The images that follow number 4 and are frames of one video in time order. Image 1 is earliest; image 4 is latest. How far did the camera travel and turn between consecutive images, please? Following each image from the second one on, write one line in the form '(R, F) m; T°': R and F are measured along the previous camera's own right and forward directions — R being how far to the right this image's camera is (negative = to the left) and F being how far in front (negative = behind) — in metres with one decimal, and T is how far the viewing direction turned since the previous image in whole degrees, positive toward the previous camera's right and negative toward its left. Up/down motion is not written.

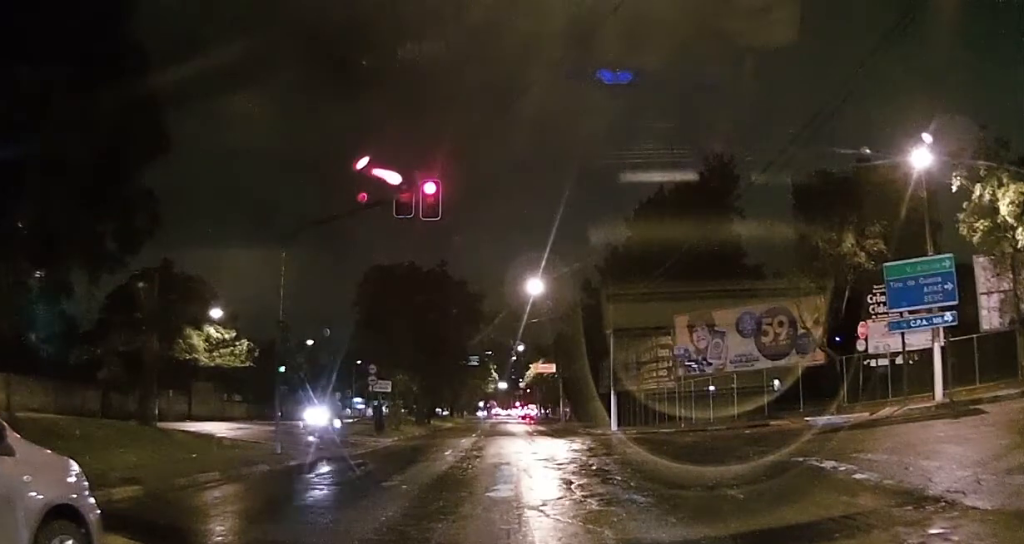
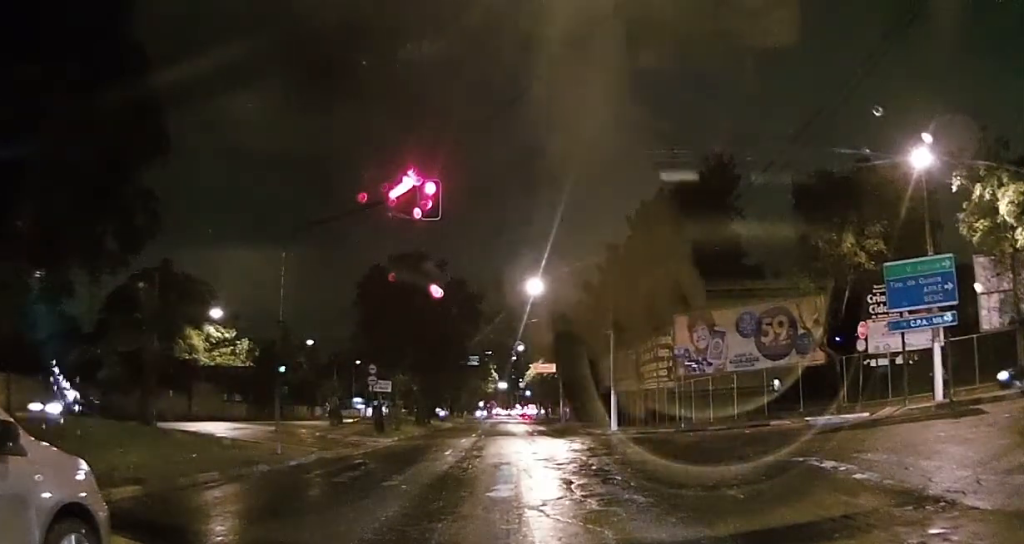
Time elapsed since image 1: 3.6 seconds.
(0.0, 0.0) m; 0°
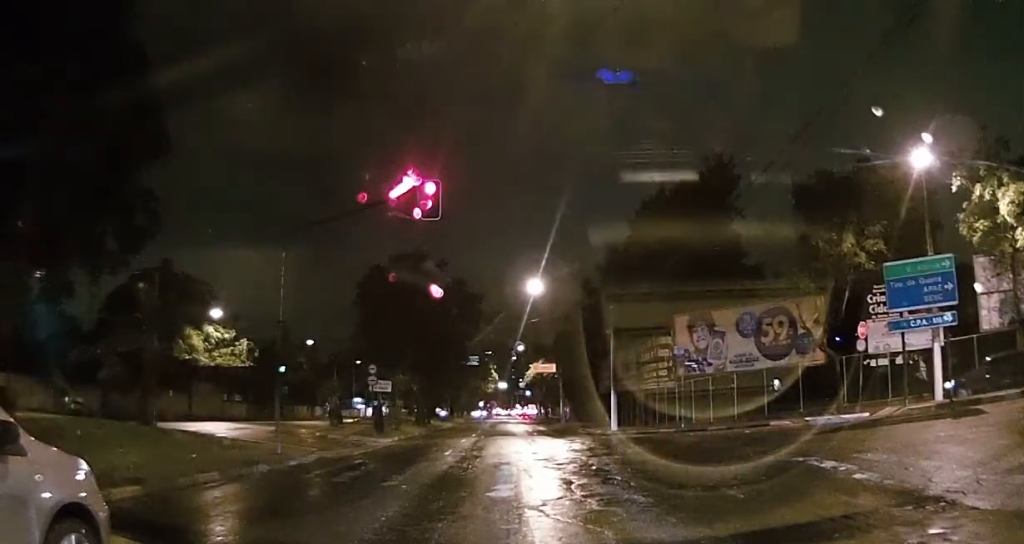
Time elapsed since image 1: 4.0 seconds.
(0.0, 0.0) m; 0°
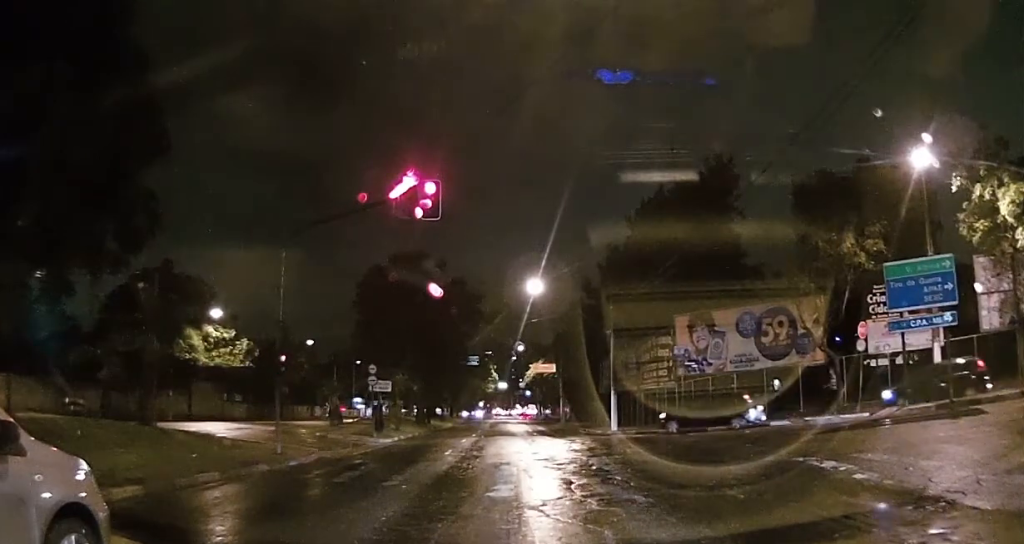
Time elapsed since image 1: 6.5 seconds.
(0.0, 0.0) m; 0°
